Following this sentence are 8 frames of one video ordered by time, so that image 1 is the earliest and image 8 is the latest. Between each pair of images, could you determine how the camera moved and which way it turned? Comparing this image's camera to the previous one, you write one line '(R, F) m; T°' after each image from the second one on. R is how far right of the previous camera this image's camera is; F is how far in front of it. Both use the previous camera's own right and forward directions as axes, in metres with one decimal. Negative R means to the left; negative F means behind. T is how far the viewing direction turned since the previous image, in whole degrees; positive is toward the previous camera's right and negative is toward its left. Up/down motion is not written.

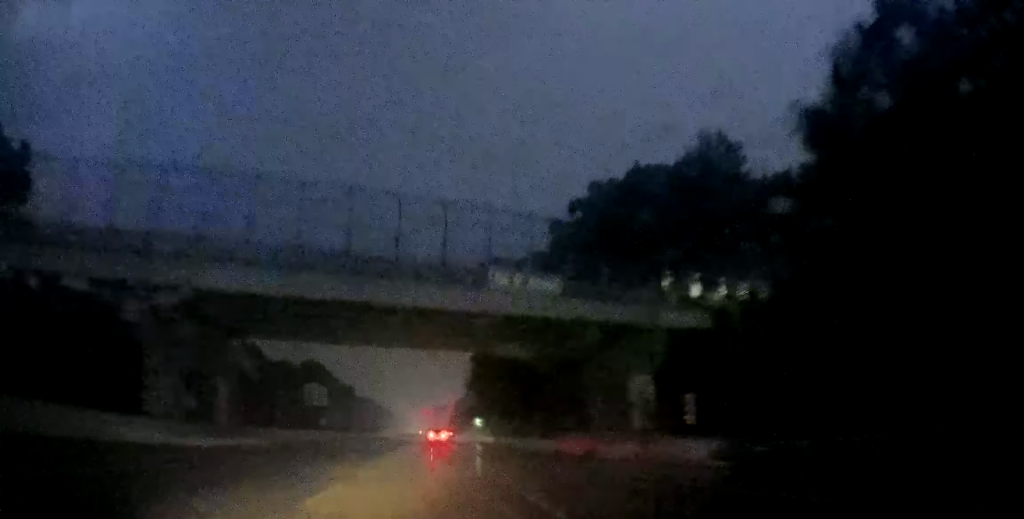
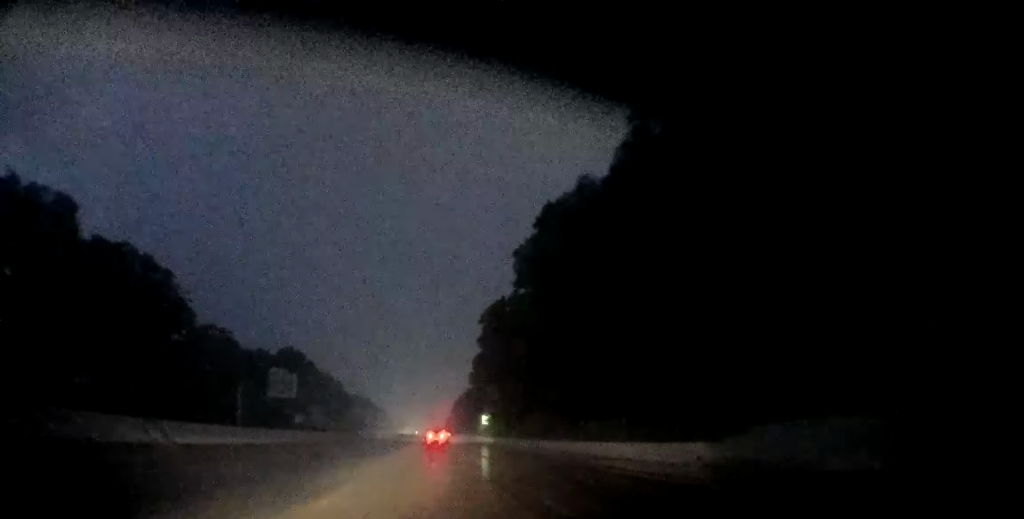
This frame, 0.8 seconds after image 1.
(+0.1, +24.3) m; 0°
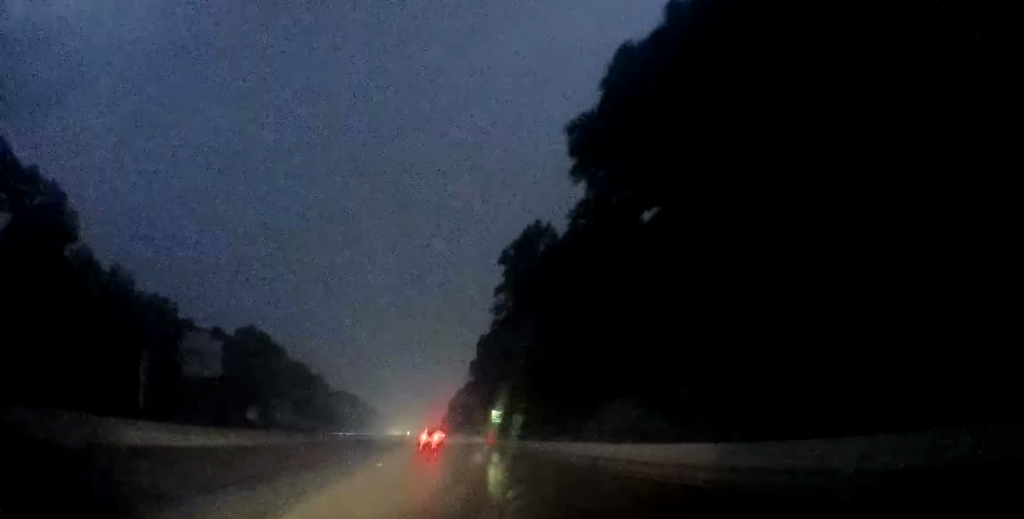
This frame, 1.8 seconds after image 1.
(+0.1, +31.7) m; +1°
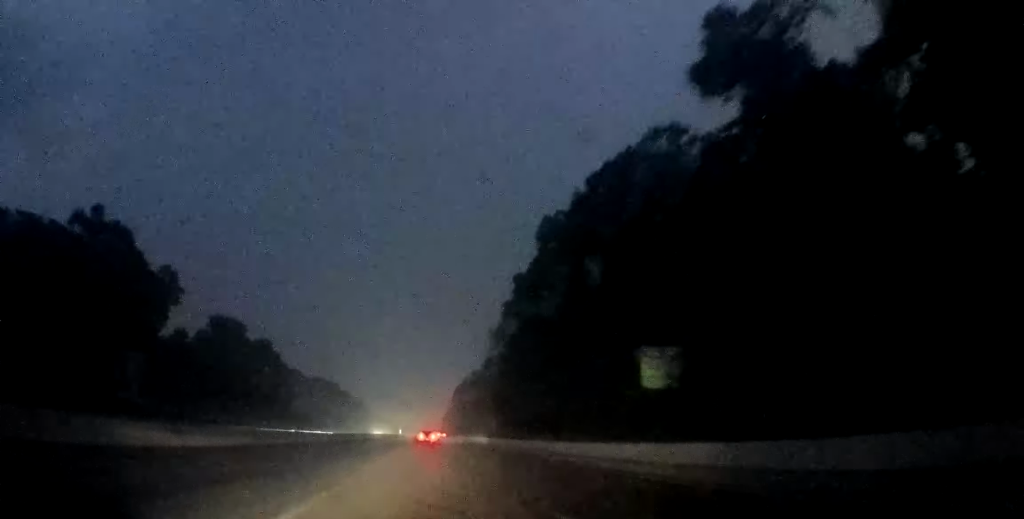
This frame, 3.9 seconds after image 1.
(+1.2, +68.6) m; +1°
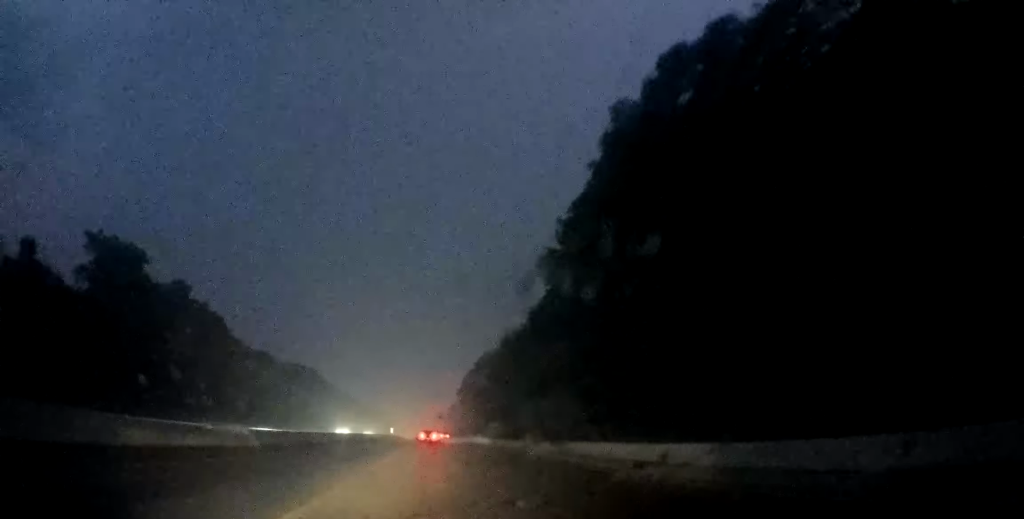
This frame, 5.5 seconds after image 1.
(+0.2, +49.4) m; +1°
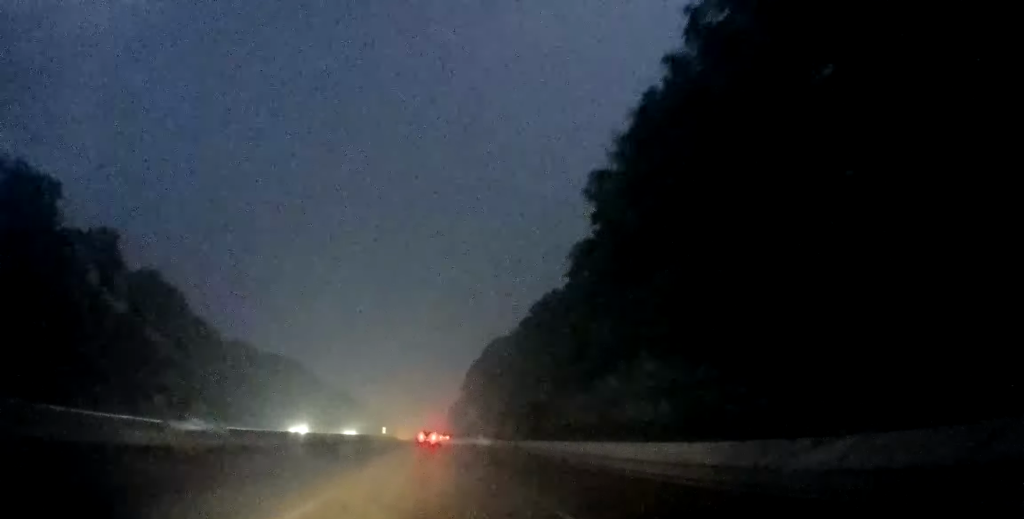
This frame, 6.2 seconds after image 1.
(+0.4, +23.1) m; 0°
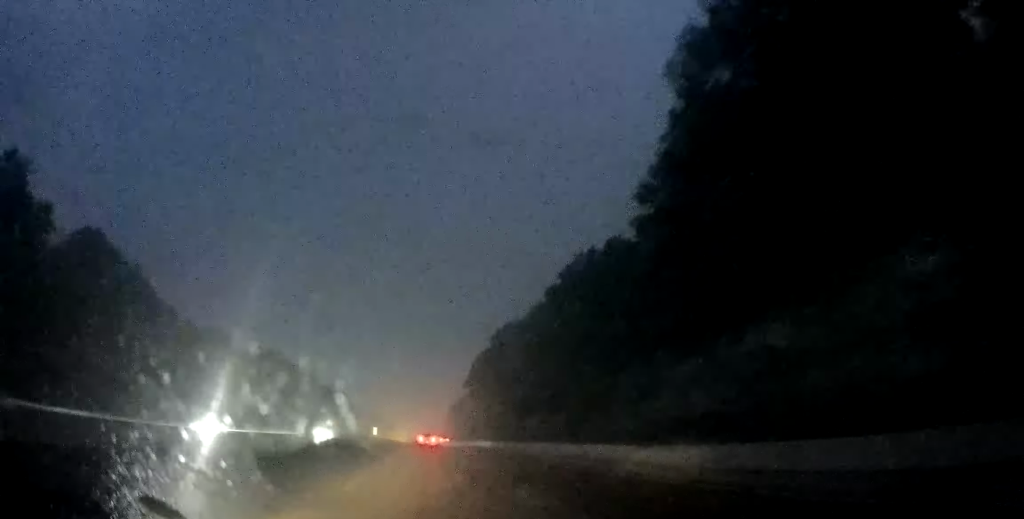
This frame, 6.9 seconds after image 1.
(-0.3, +19.9) m; -1°
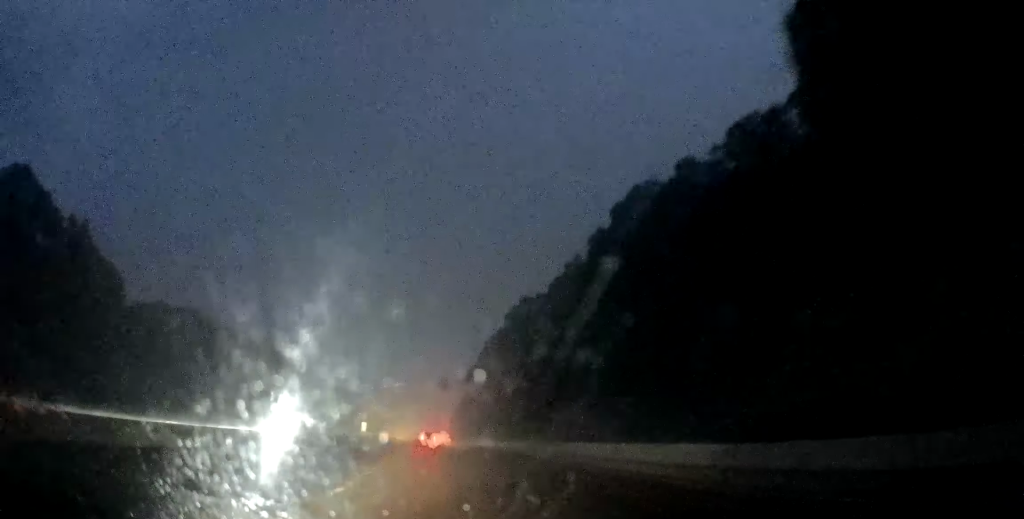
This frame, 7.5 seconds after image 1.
(-0.2, +18.8) m; 0°
